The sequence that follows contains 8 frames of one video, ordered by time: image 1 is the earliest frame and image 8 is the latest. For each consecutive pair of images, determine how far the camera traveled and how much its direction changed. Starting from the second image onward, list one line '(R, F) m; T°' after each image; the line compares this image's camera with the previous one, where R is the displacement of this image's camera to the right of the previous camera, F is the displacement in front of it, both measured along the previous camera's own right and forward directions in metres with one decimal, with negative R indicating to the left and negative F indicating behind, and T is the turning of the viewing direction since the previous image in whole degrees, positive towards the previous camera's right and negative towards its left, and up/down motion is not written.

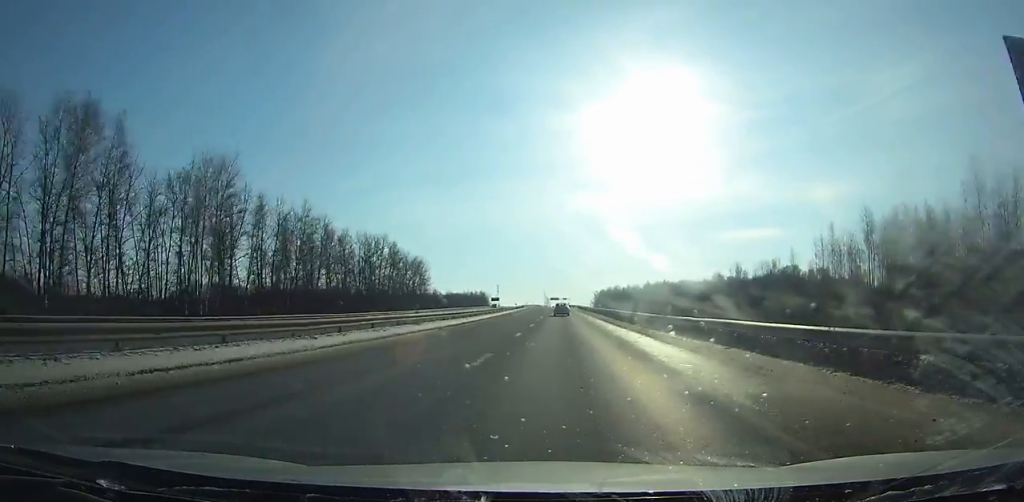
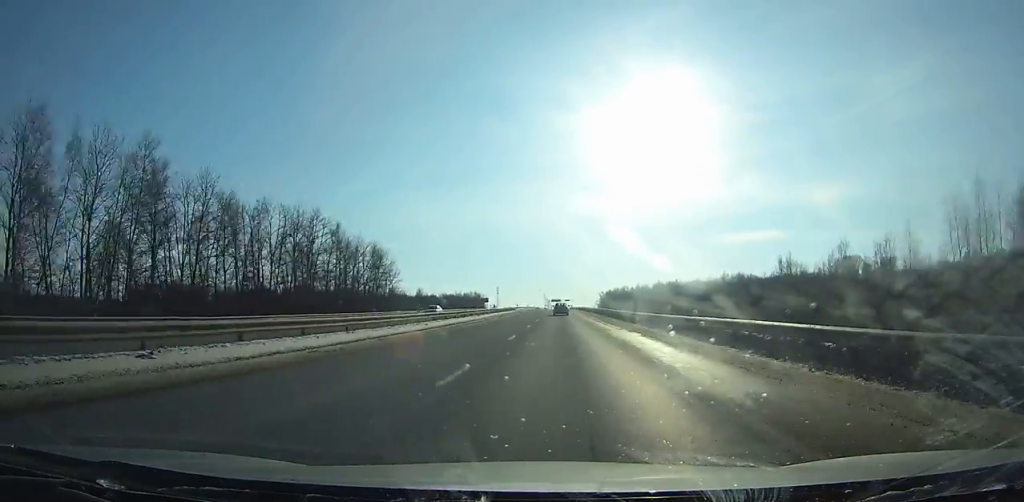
(-0.1, +40.1) m; 0°
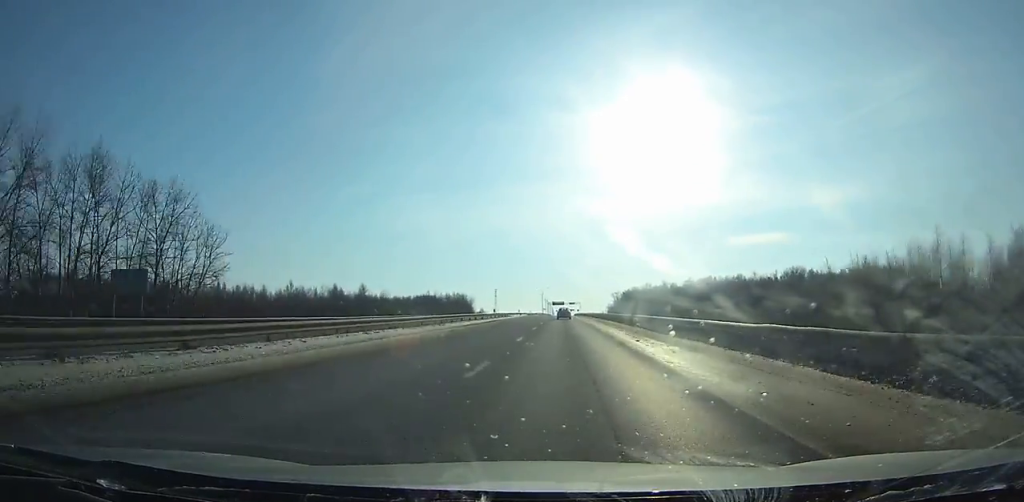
(-0.3, +83.0) m; 0°
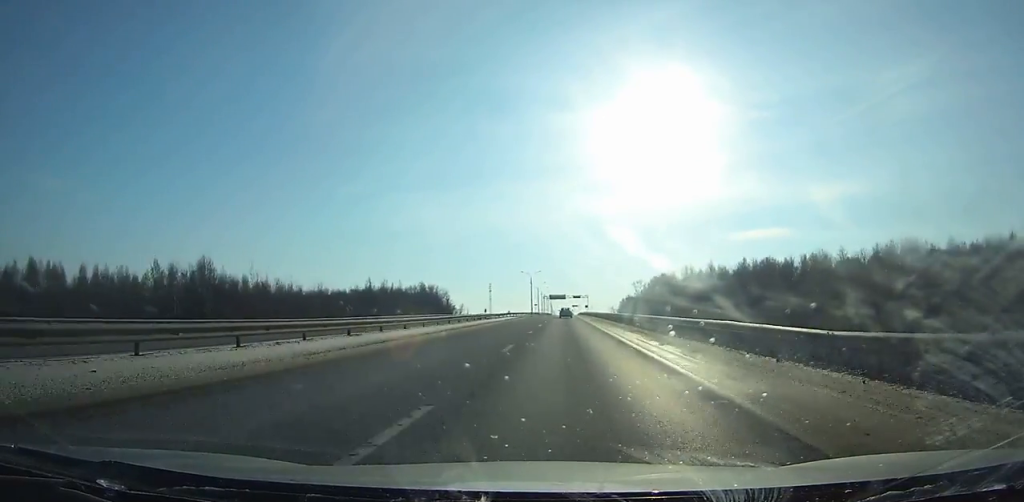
(0.0, +88.7) m; 0°
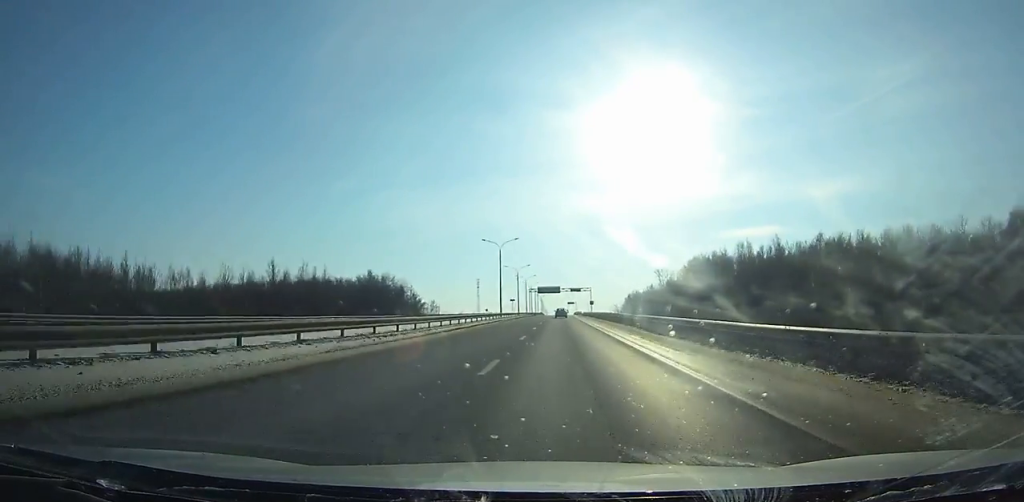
(+0.3, +67.2) m; 0°
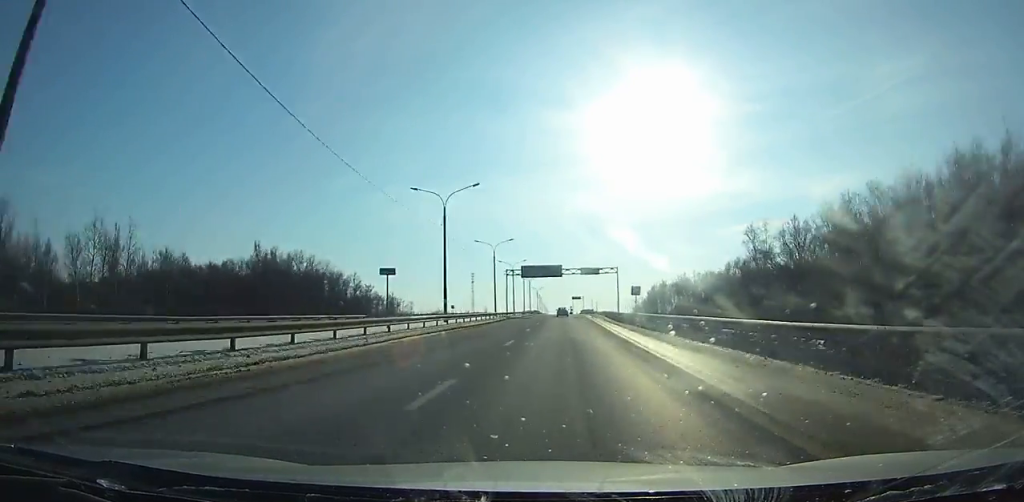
(+0.1, +76.0) m; 0°
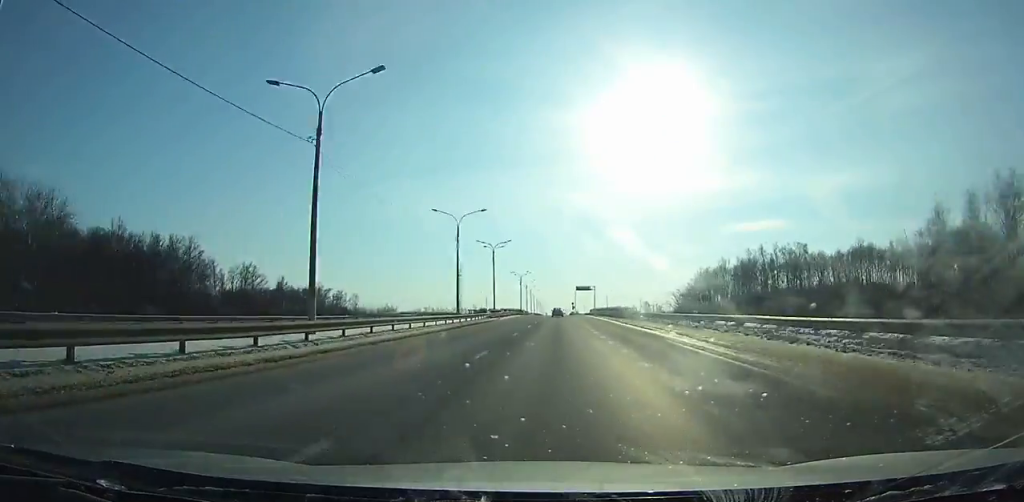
(-0.1, +88.0) m; 0°
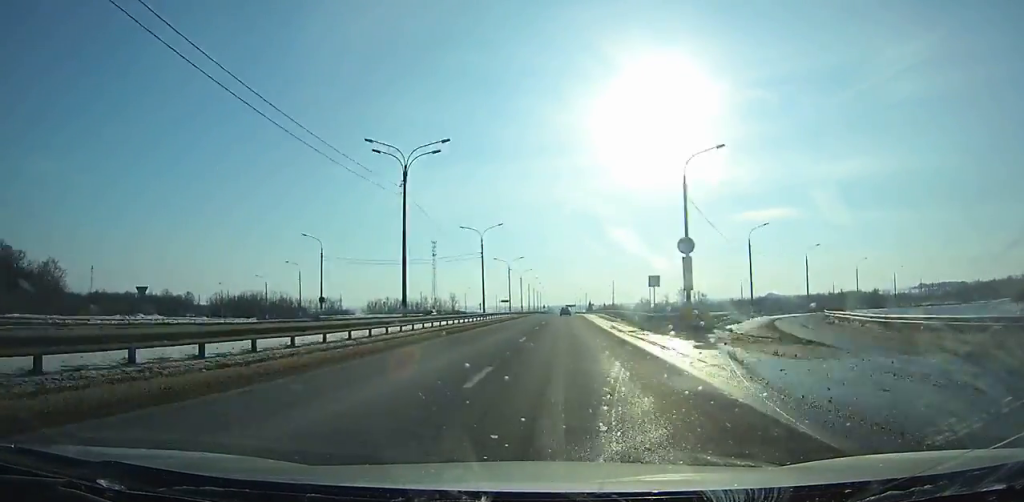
(-0.8, +185.1) m; 0°
